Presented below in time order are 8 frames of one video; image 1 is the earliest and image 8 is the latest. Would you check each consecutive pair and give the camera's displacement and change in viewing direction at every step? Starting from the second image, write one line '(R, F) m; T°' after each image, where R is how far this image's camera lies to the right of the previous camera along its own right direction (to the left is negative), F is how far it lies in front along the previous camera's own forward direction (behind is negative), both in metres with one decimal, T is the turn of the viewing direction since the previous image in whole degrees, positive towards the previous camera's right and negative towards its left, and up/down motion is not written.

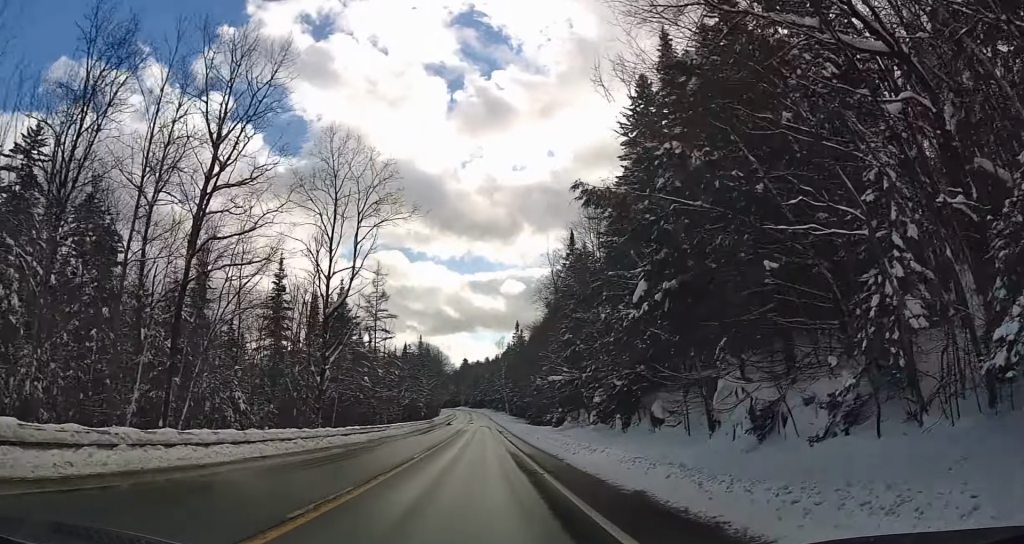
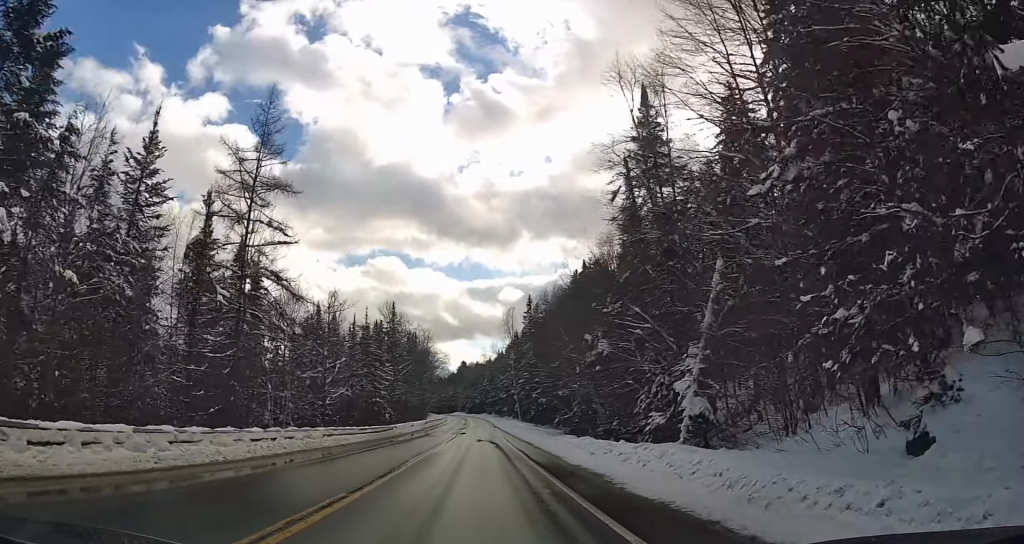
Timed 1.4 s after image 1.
(-0.1, +38.9) m; -1°
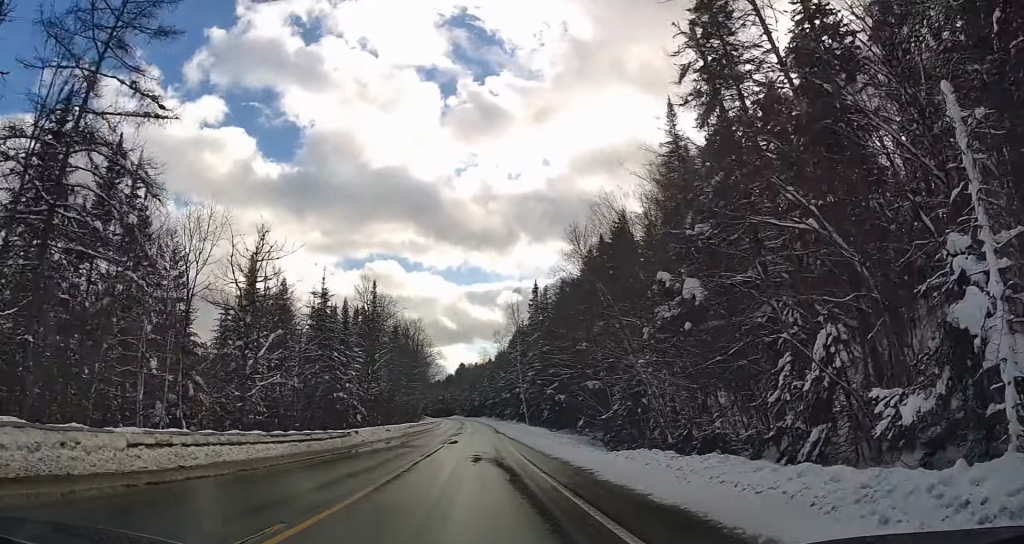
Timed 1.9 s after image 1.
(-0.1, +15.1) m; 0°
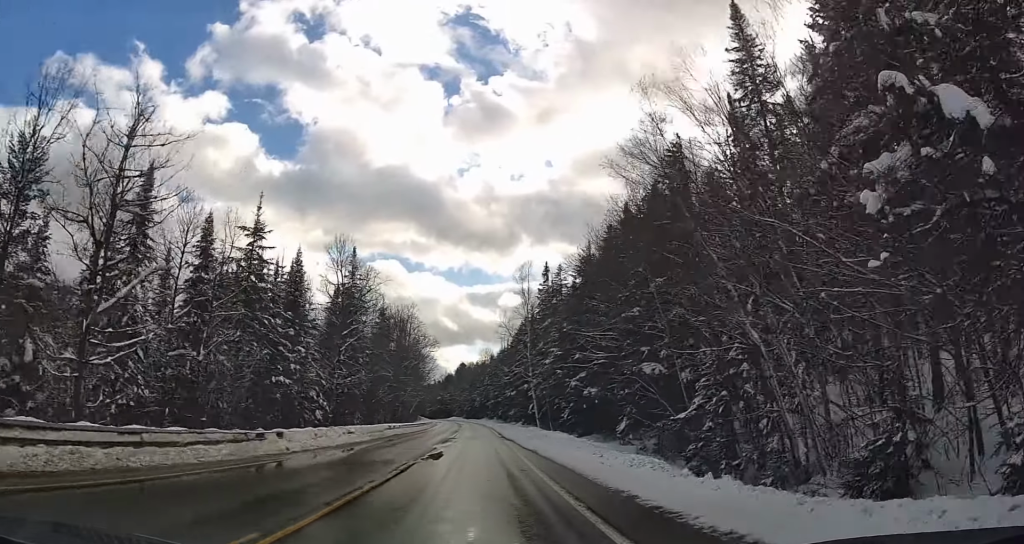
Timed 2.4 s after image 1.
(-0.1, +13.1) m; +1°
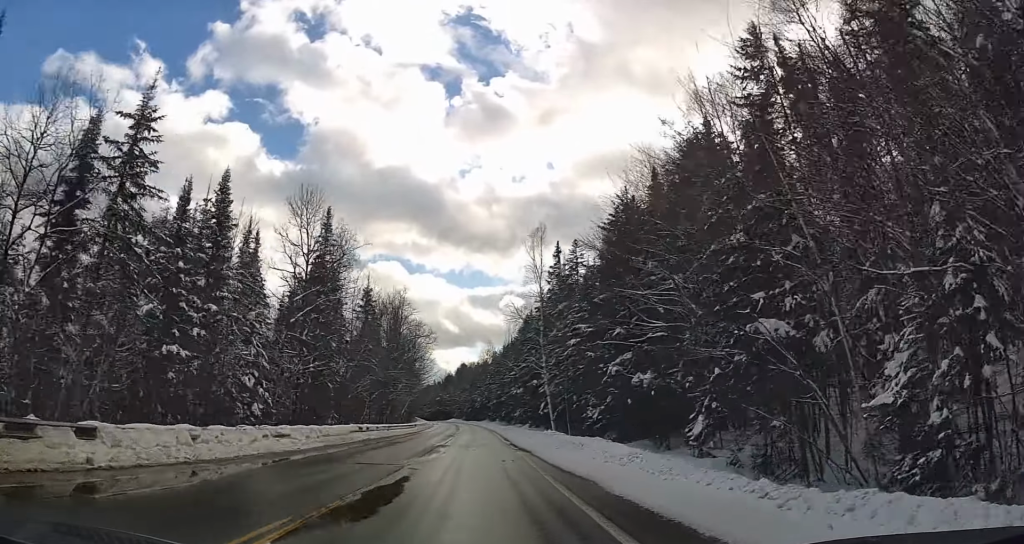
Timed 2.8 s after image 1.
(0.0, +11.2) m; 0°
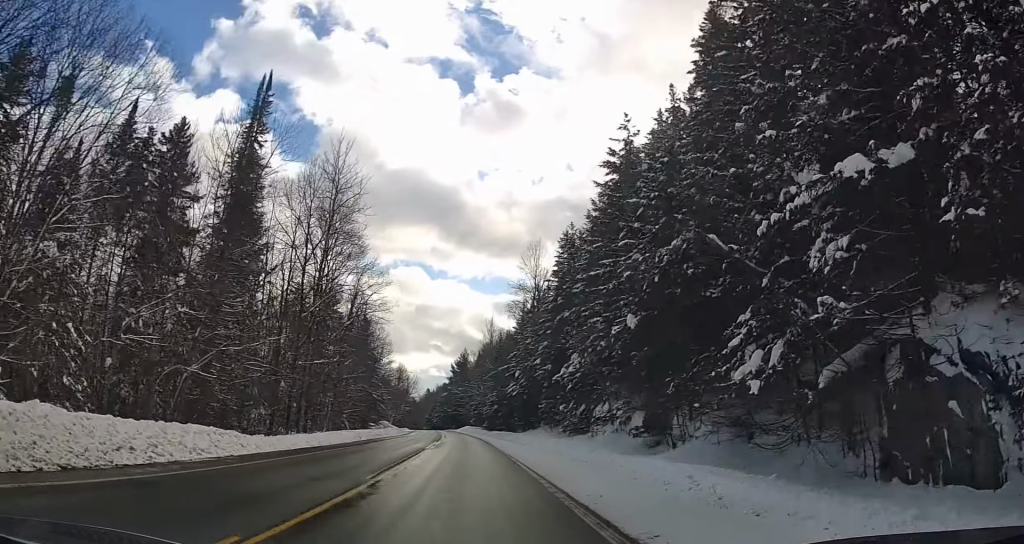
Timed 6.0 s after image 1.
(-0.8, +90.2) m; -2°
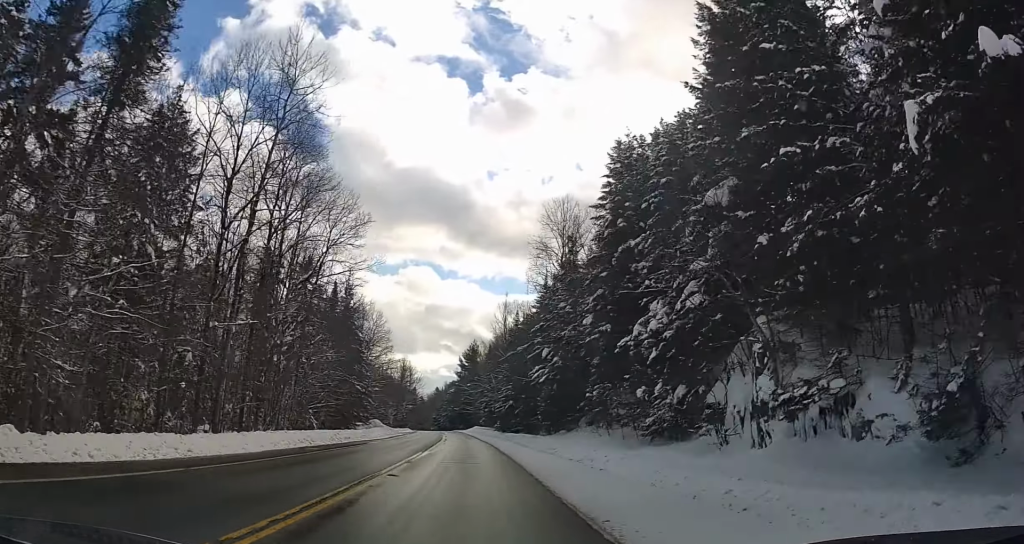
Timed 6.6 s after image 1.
(+0.1, +15.6) m; -1°
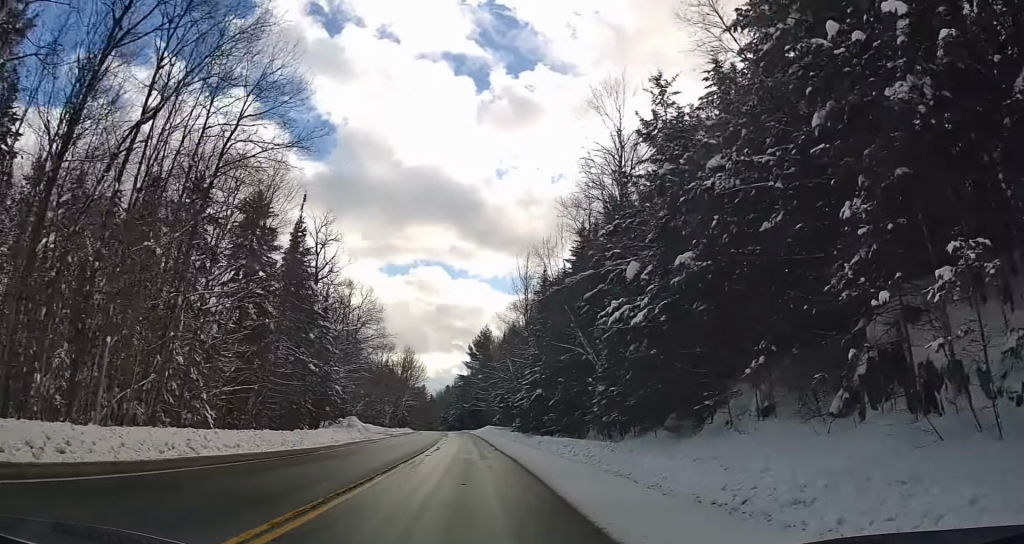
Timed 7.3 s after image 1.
(-0.4, +19.9) m; -1°
